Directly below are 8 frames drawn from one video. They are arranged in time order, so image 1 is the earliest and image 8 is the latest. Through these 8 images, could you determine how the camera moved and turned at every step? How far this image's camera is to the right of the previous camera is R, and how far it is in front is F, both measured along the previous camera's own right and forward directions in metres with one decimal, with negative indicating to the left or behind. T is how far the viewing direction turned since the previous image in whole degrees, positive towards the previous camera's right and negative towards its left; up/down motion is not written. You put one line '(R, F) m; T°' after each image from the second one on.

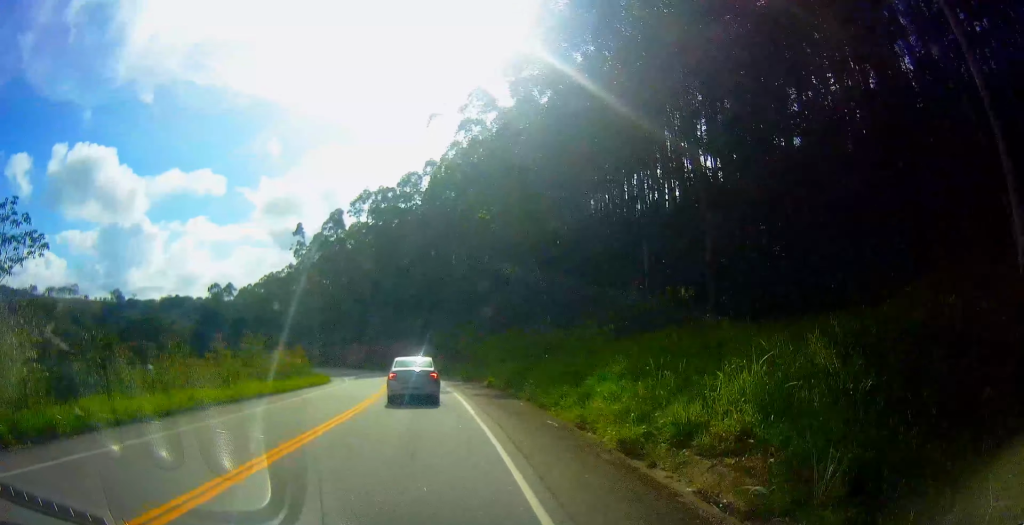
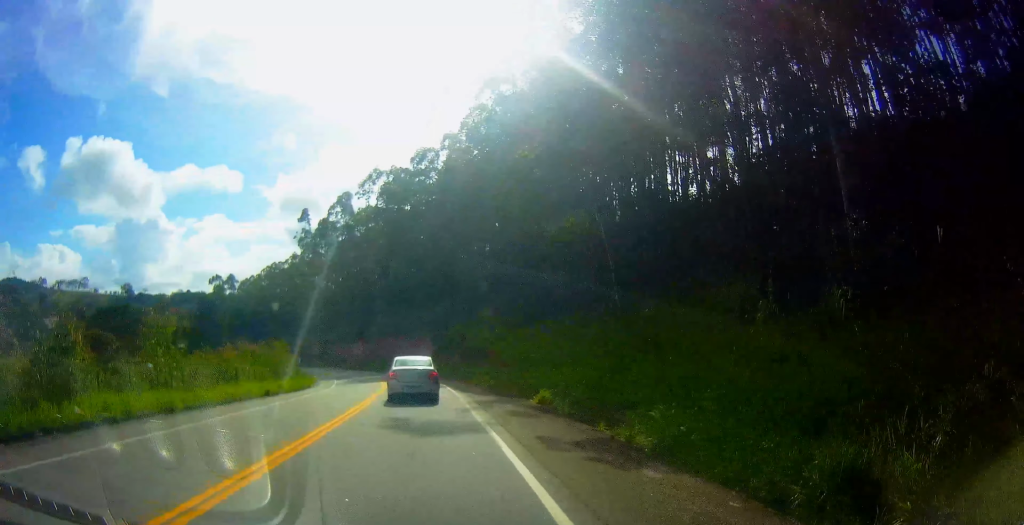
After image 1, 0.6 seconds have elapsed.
(0.0, +13.2) m; 0°
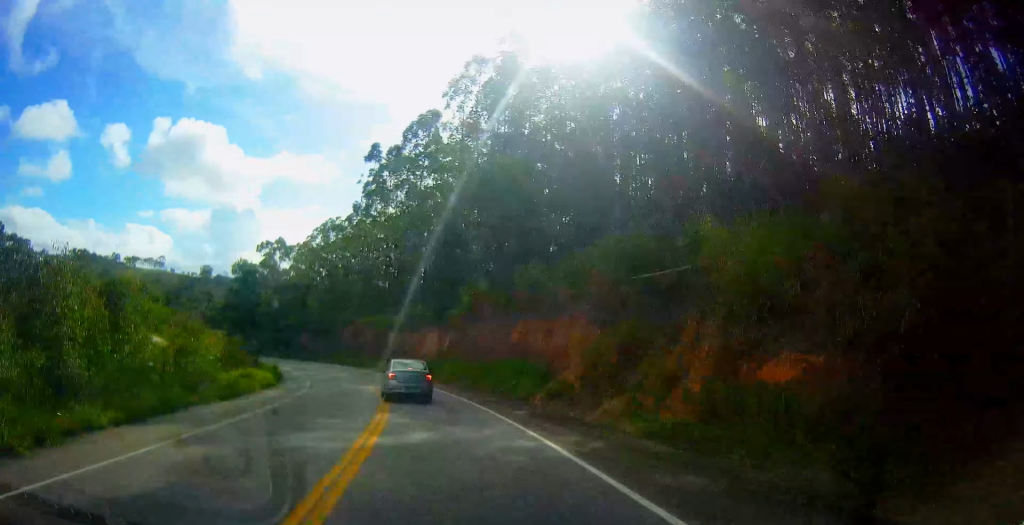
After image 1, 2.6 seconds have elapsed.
(-0.5, +43.2) m; +1°
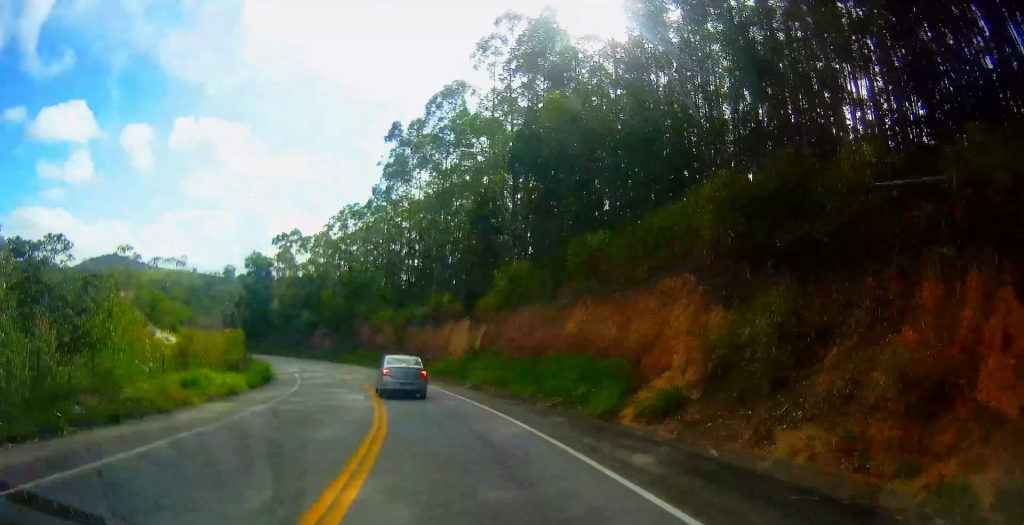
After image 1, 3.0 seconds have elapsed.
(-0.1, +9.2) m; +1°
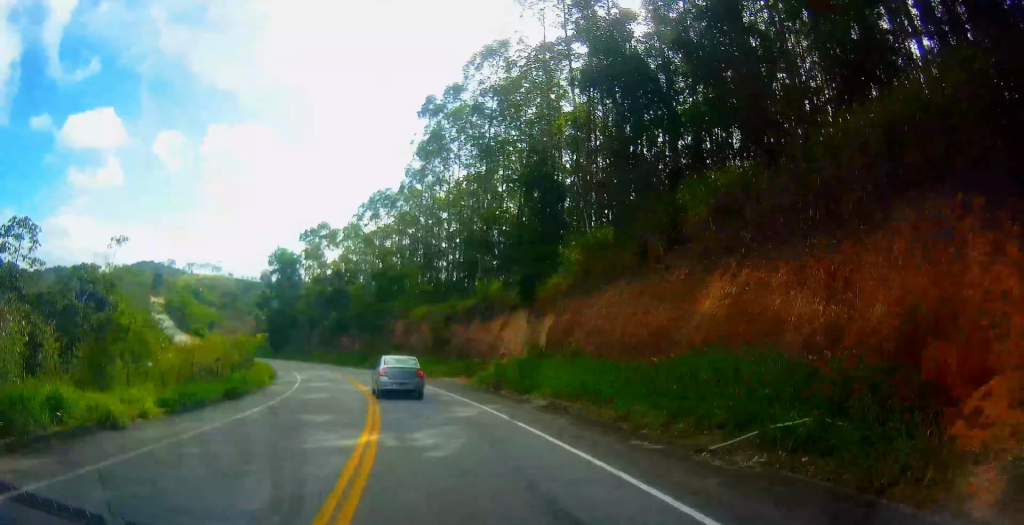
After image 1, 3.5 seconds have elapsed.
(+0.8, +11.2) m; -1°
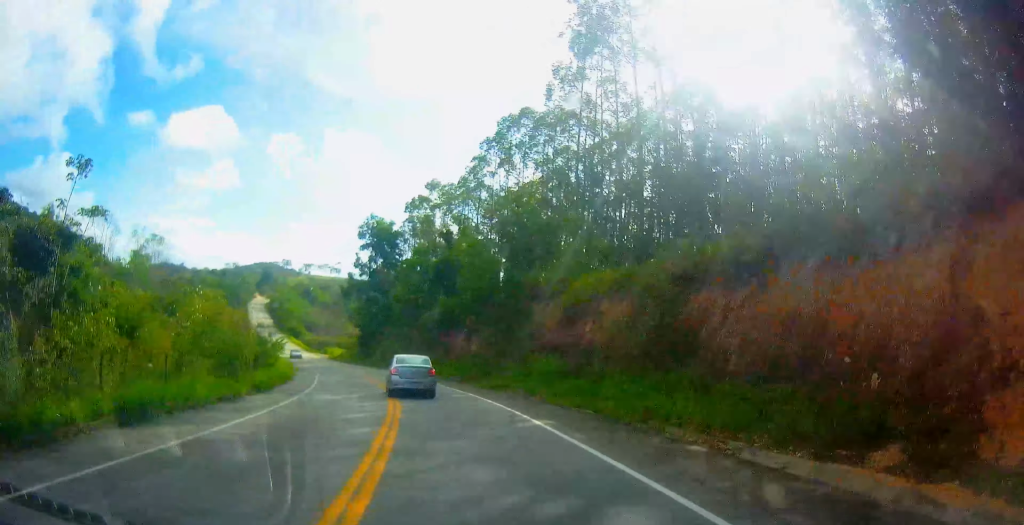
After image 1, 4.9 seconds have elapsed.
(-1.7, +30.9) m; -13°
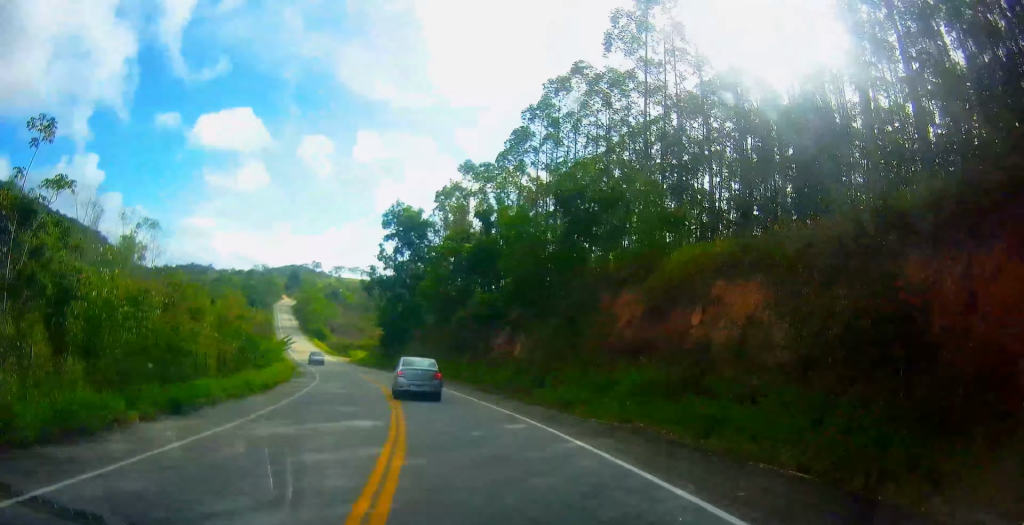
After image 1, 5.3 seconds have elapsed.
(-1.2, +9.4) m; -6°
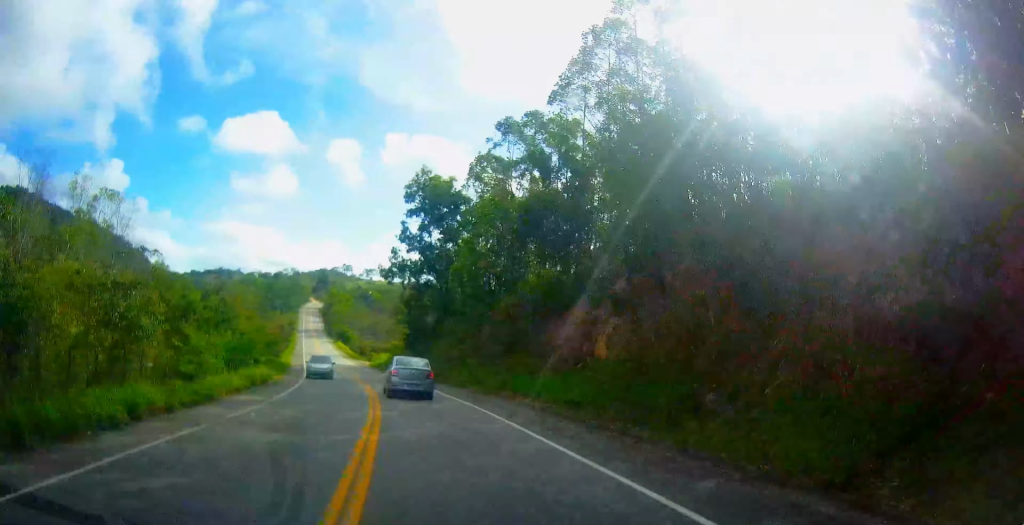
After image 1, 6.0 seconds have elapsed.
(-0.6, +14.1) m; -8°
